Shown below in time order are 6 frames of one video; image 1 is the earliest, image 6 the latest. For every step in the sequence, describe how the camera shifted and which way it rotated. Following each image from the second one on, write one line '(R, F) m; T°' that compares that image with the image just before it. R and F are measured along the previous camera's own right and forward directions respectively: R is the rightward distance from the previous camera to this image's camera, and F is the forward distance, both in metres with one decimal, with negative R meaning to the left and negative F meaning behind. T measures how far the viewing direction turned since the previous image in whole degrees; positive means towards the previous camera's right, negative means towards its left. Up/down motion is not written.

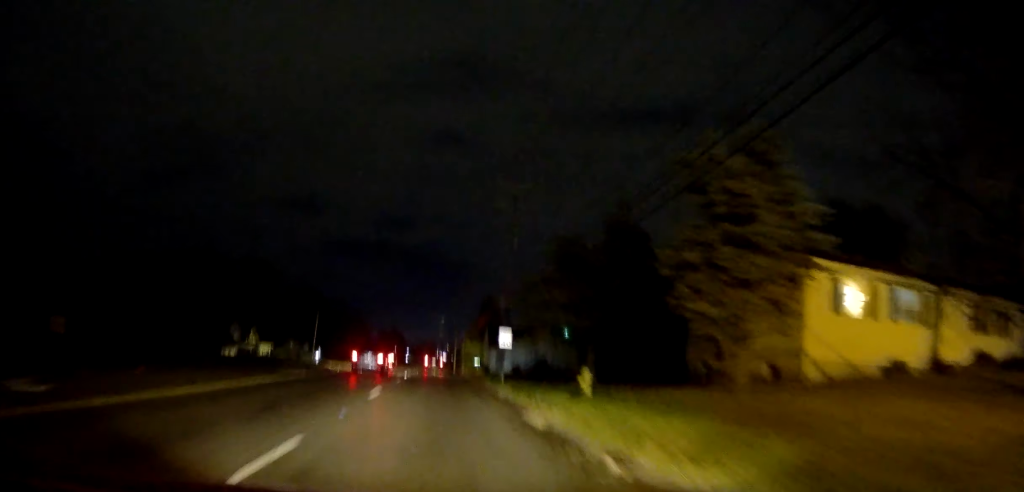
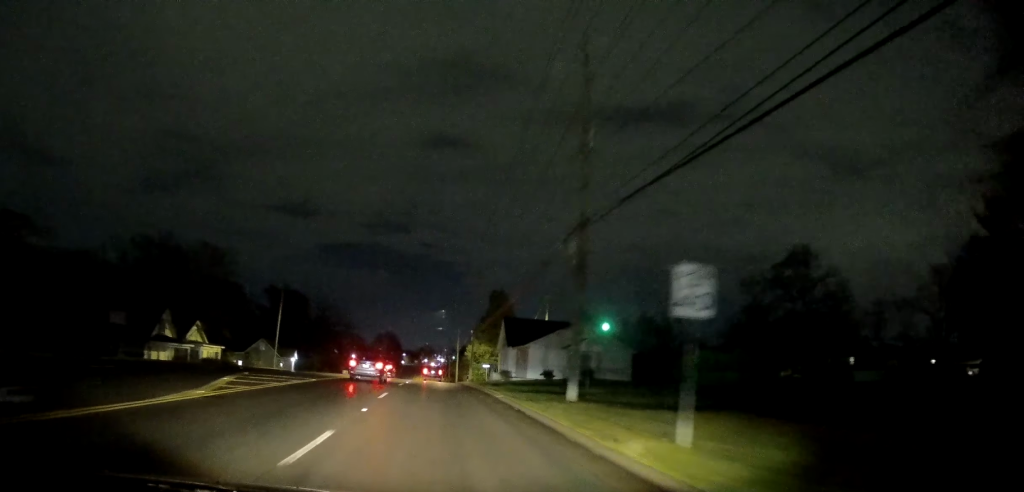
(-0.6, +22.8) m; -1°
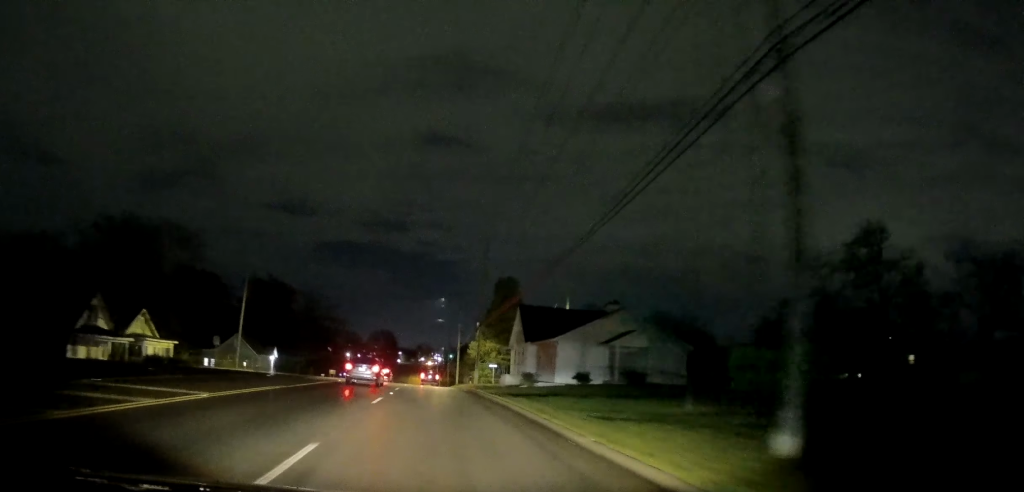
(+0.5, +14.0) m; 0°
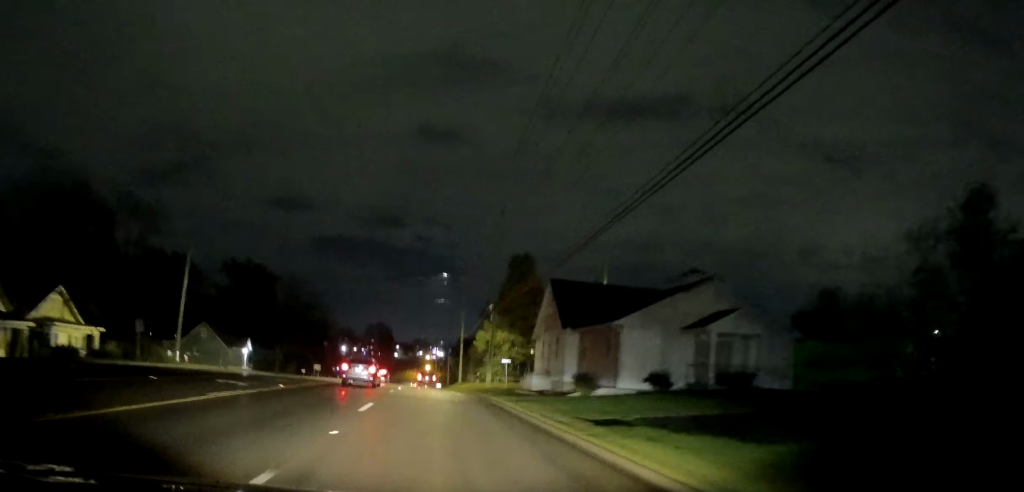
(-0.4, +15.2) m; 0°
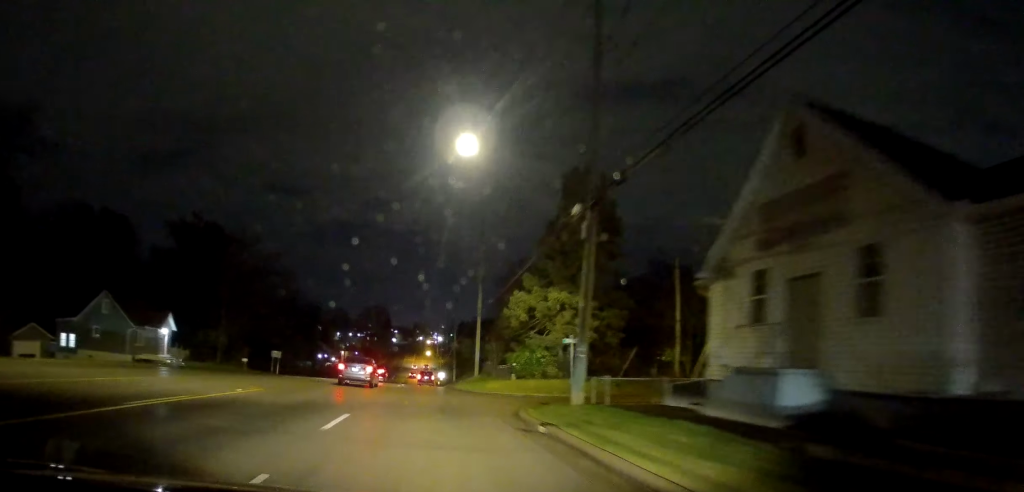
(+0.3, +29.3) m; 0°
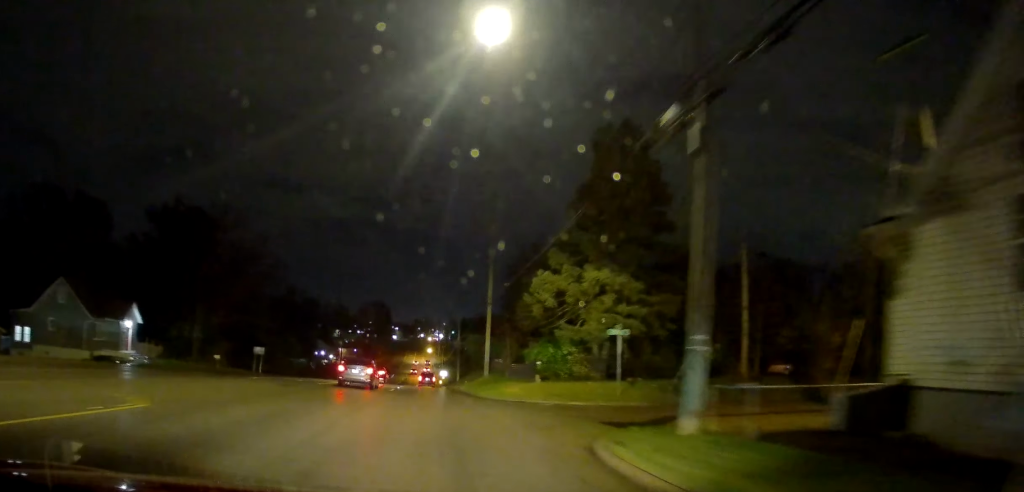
(-0.2, +8.5) m; 0°
